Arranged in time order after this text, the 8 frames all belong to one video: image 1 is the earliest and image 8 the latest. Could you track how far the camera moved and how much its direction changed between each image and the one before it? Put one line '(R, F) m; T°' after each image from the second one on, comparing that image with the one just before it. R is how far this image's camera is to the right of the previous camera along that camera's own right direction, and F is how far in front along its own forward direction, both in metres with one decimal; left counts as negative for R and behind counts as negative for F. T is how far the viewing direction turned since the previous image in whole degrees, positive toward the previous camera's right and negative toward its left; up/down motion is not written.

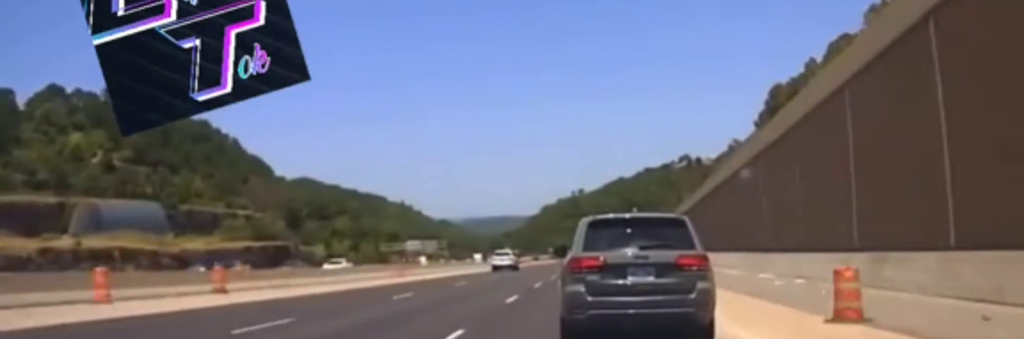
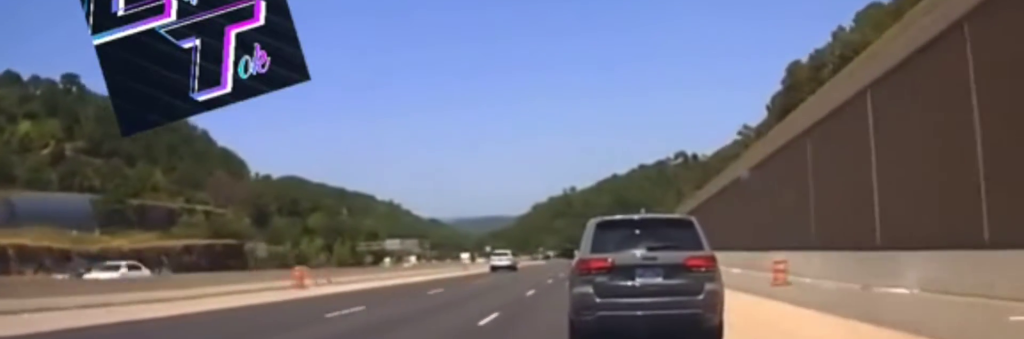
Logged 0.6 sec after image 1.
(+0.1, +19.3) m; +1°
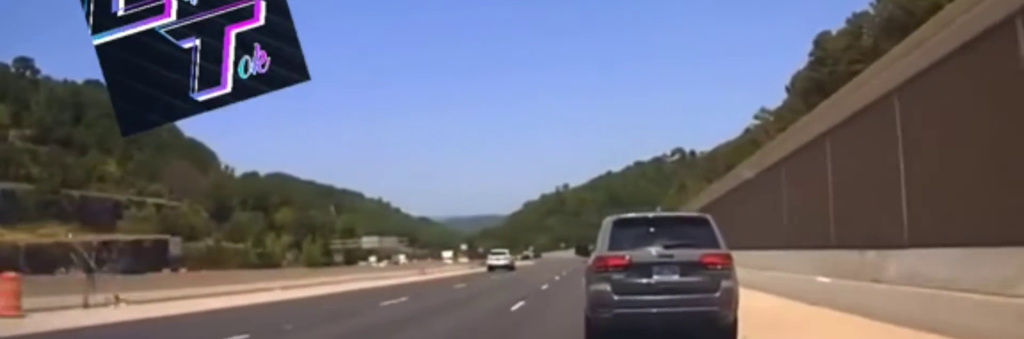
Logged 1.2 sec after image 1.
(+0.1, +19.1) m; +1°
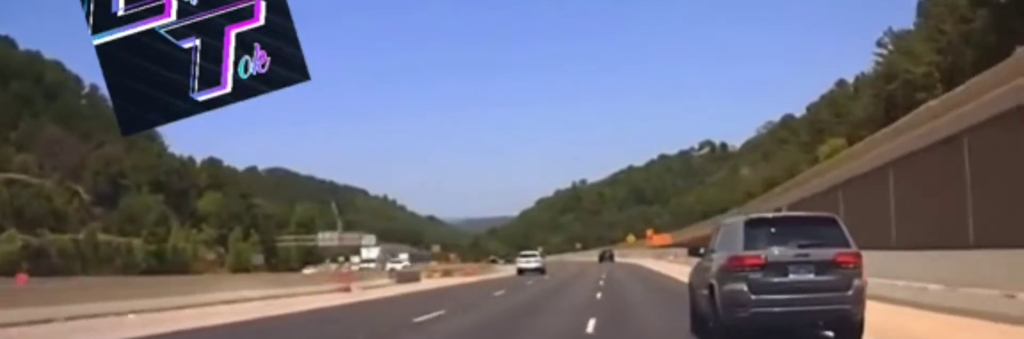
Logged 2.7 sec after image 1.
(+0.6, +49.7) m; +1°
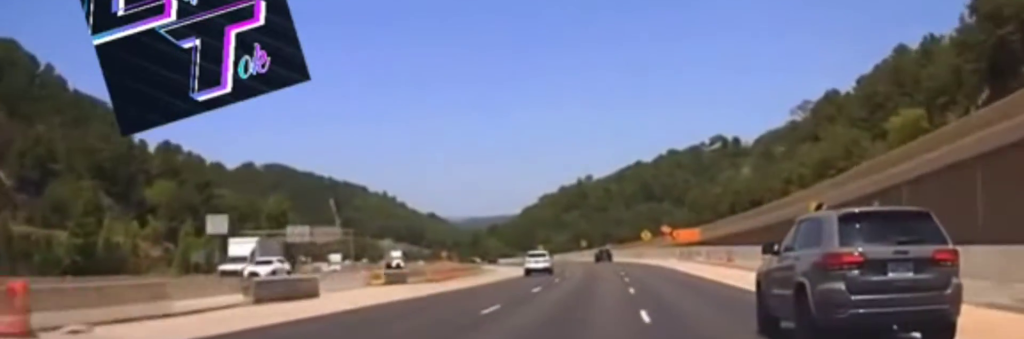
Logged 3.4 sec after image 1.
(-0.1, +22.9) m; -1°
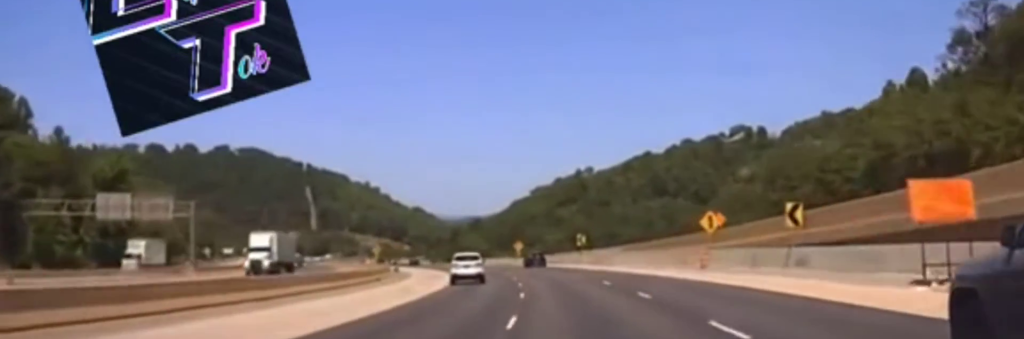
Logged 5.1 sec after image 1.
(-0.8, +71.9) m; -2°
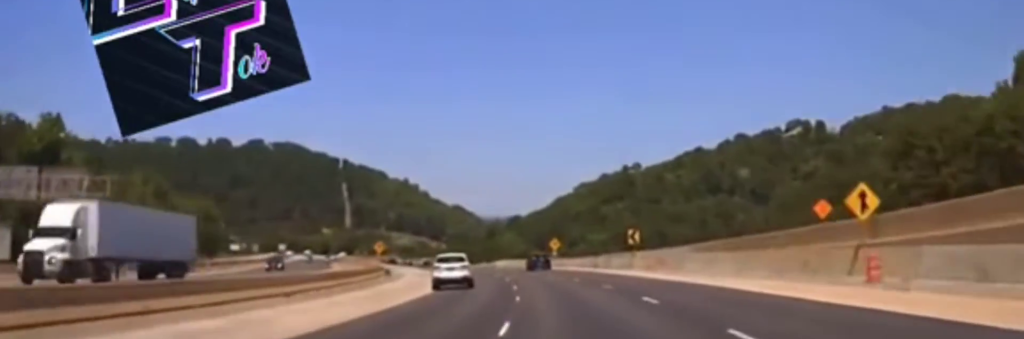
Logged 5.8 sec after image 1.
(+0.1, +27.9) m; -2°
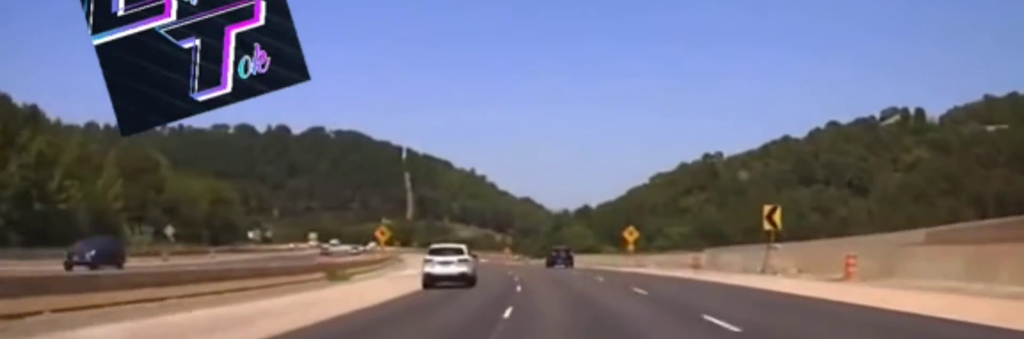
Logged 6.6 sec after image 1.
(-0.9, +35.5) m; -4°
